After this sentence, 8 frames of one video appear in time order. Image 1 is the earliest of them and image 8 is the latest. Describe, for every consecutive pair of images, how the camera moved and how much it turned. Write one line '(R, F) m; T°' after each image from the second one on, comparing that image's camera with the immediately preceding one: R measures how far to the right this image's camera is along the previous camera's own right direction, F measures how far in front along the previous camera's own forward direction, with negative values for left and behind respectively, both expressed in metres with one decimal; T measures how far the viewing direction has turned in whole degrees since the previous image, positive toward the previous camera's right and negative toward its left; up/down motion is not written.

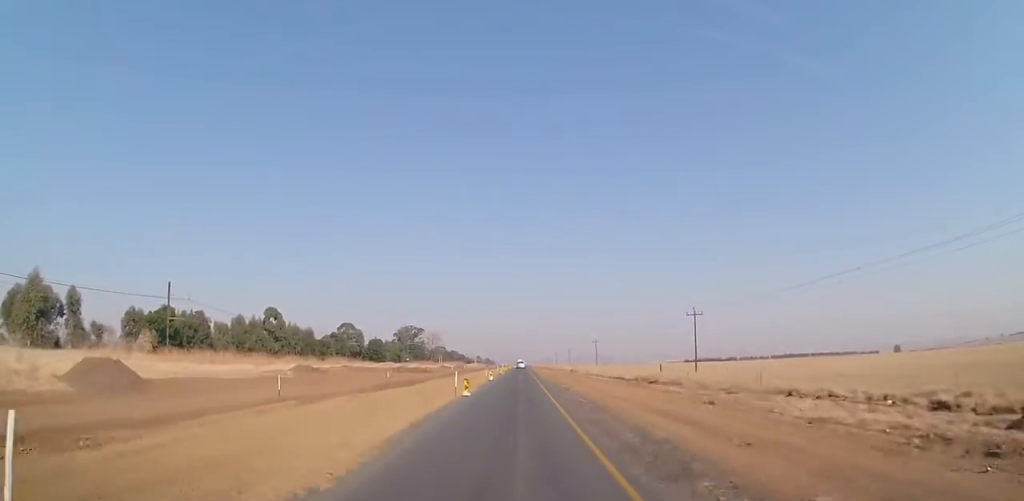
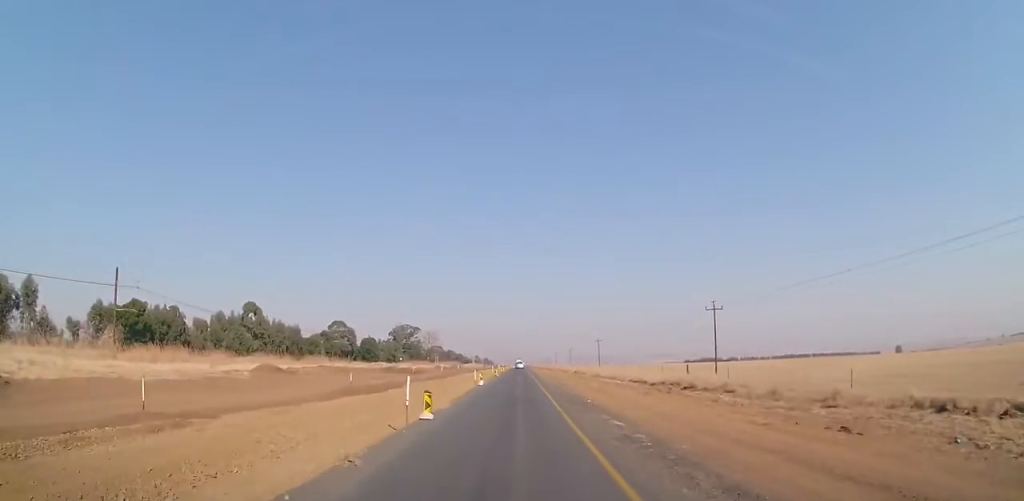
(0.0, +9.8) m; 0°
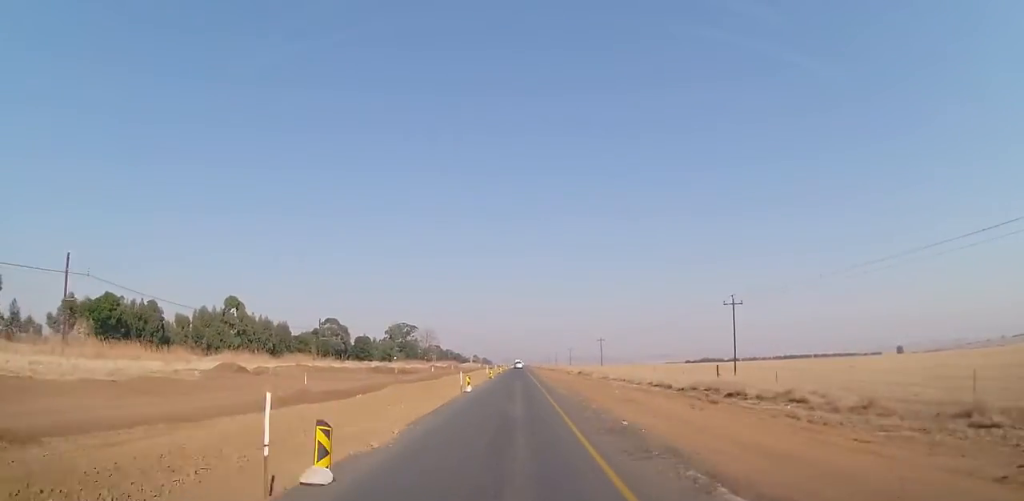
(+0.1, +7.8) m; 0°
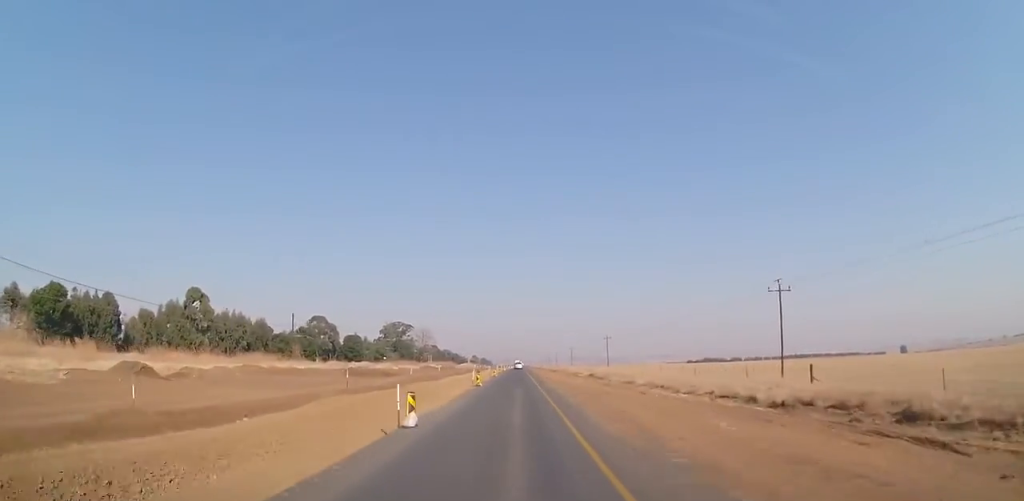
(0.0, +13.0) m; -1°
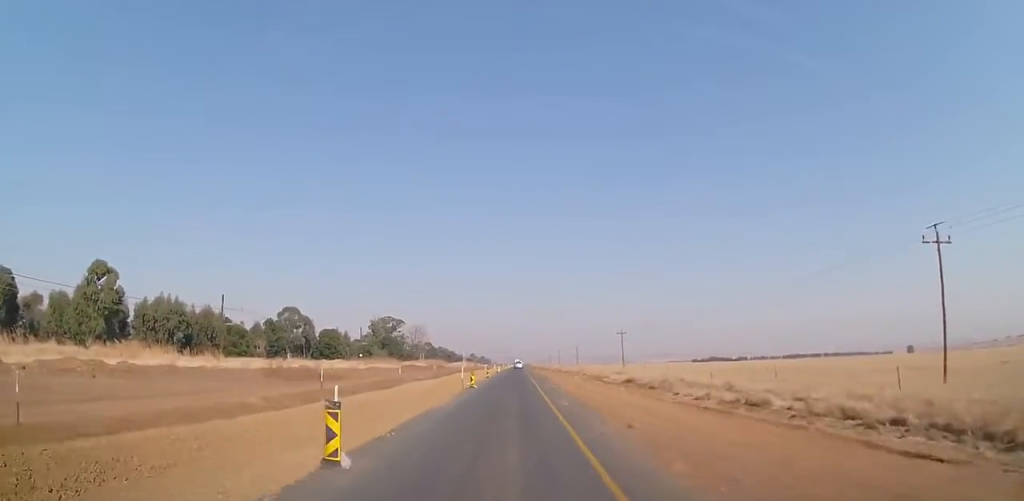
(-0.5, +24.0) m; -1°
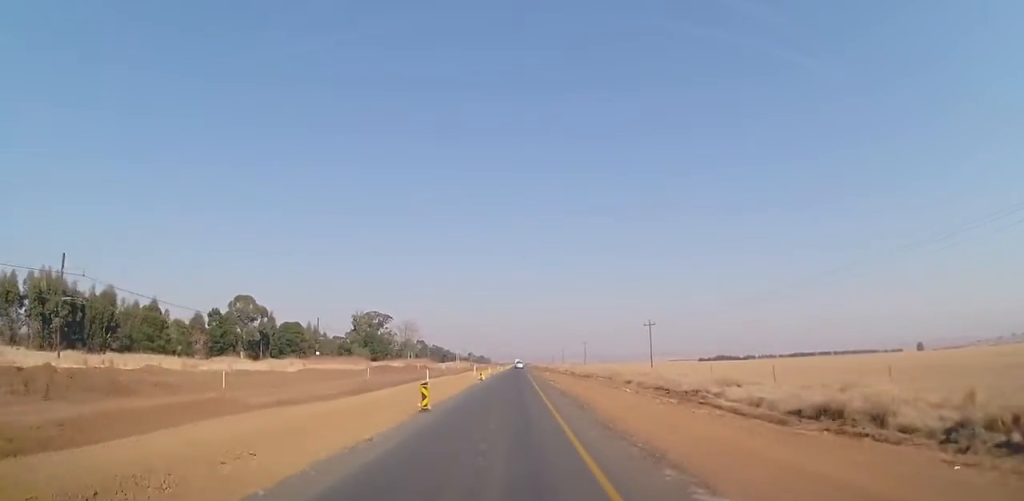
(+0.5, +29.7) m; 0°
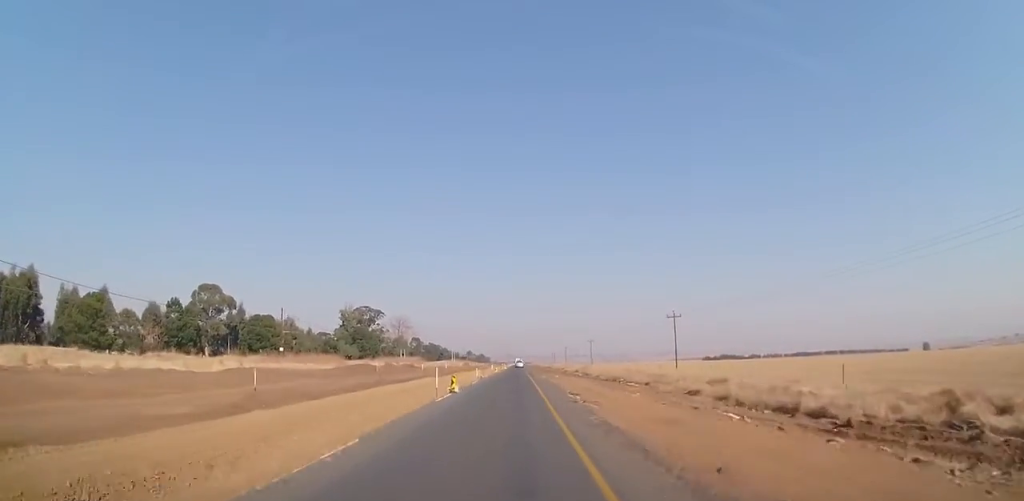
(-0.2, +17.4) m; +1°
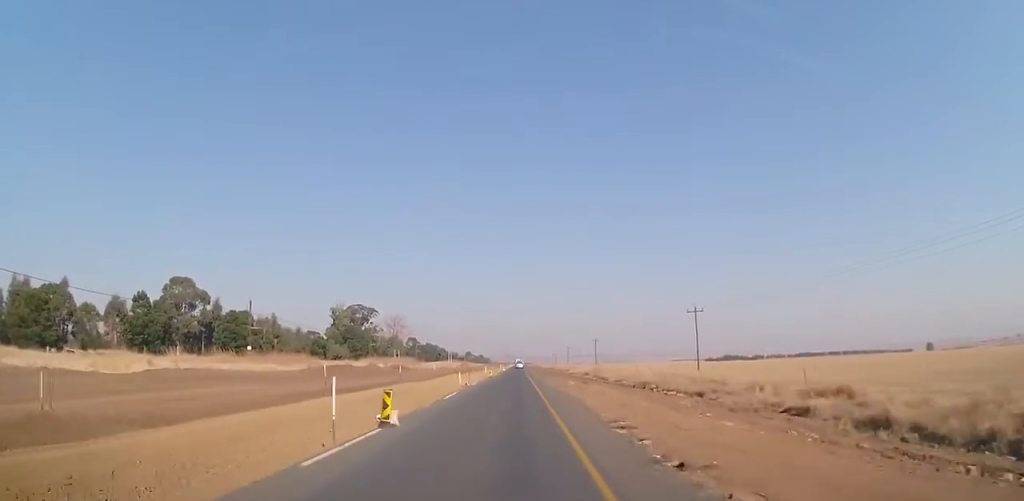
(+0.3, +11.5) m; +1°
